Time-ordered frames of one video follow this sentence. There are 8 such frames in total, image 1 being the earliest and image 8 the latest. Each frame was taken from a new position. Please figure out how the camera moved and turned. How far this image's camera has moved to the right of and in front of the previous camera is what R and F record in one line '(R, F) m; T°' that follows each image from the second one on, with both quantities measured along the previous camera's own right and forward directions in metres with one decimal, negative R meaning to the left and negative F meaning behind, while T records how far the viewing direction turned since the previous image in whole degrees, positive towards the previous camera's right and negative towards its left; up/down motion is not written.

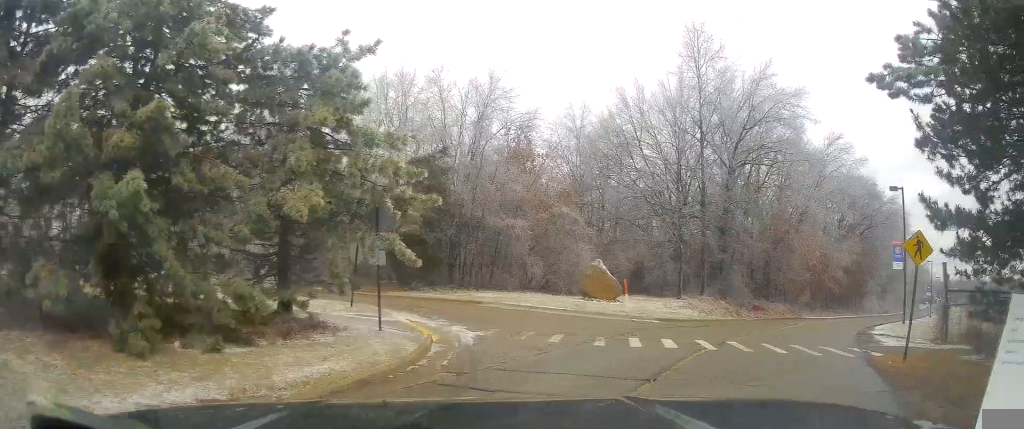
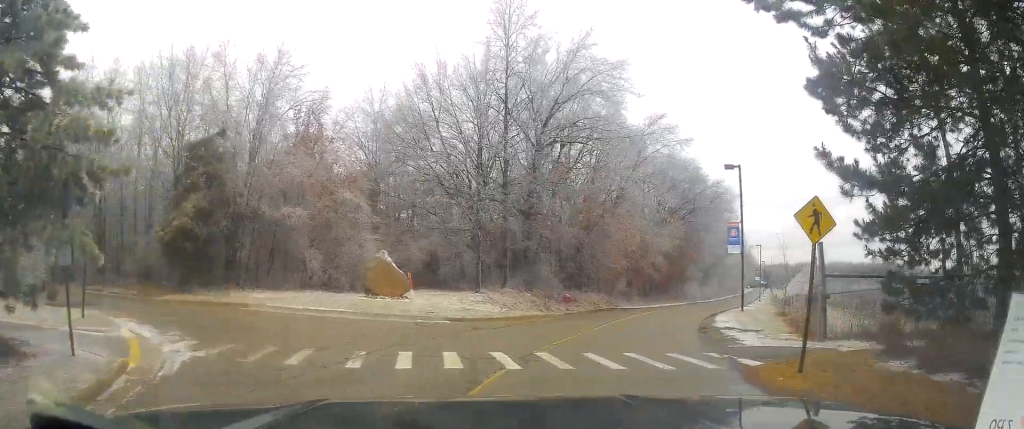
(+0.3, +2.5) m; +9°
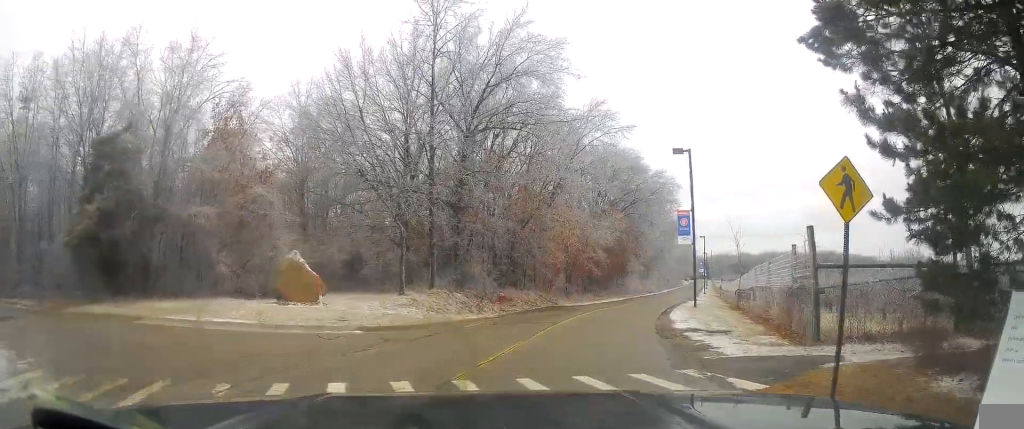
(+0.1, +2.1) m; +7°
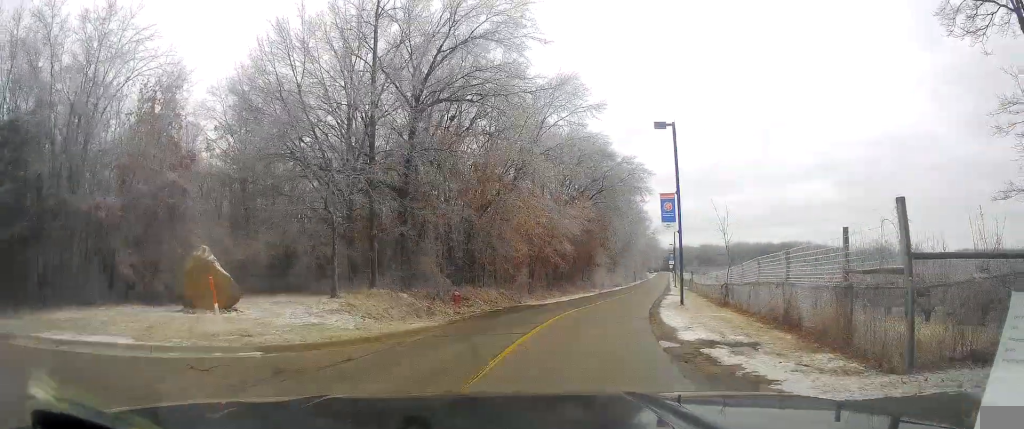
(-0.2, +2.9) m; +9°
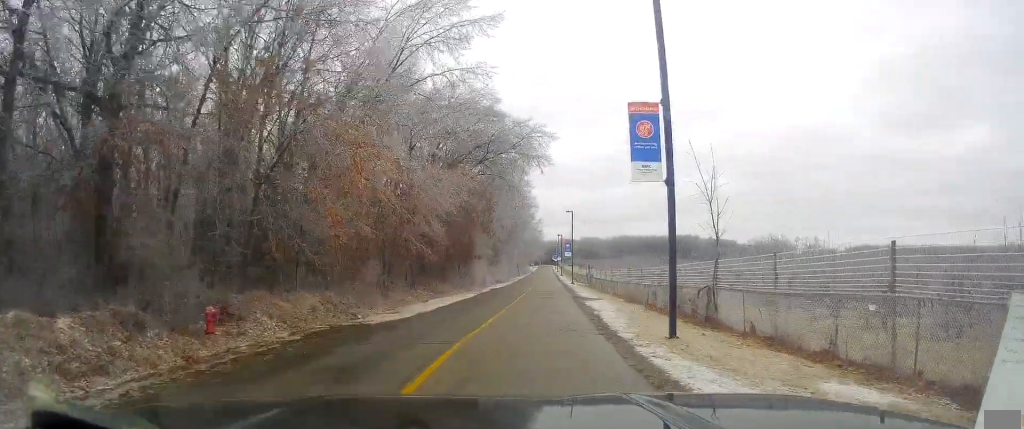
(+1.9, +11.4) m; +11°
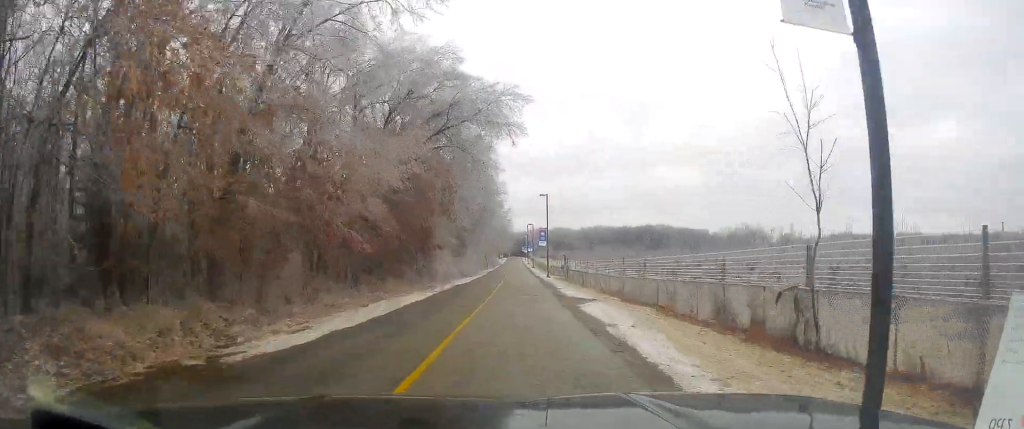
(+0.2, +7.1) m; +4°
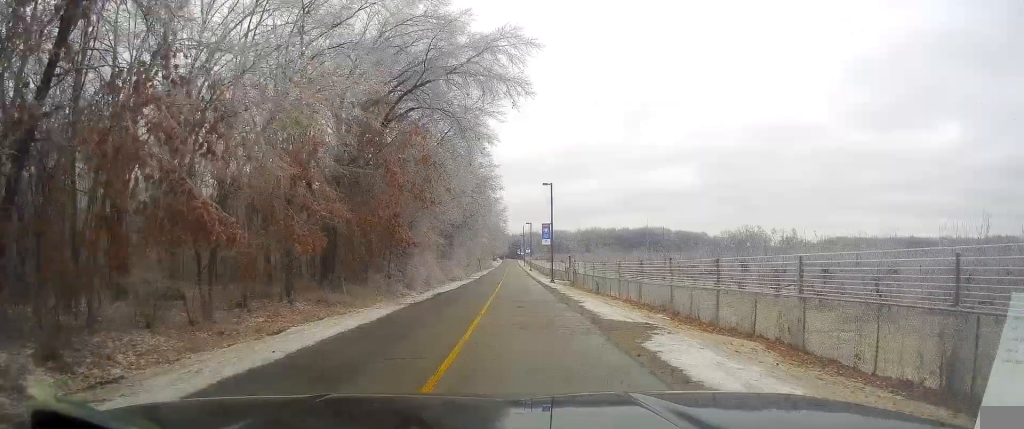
(+0.4, +9.1) m; +4°
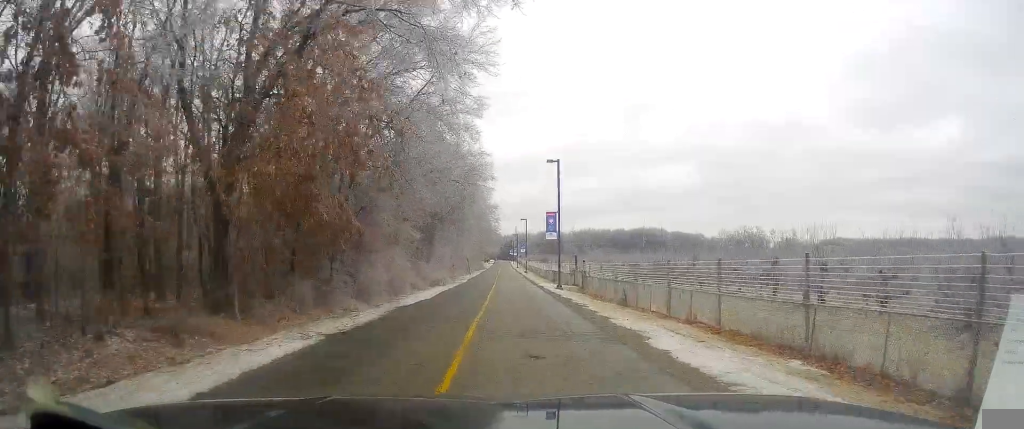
(+0.4, +10.4) m; +3°
